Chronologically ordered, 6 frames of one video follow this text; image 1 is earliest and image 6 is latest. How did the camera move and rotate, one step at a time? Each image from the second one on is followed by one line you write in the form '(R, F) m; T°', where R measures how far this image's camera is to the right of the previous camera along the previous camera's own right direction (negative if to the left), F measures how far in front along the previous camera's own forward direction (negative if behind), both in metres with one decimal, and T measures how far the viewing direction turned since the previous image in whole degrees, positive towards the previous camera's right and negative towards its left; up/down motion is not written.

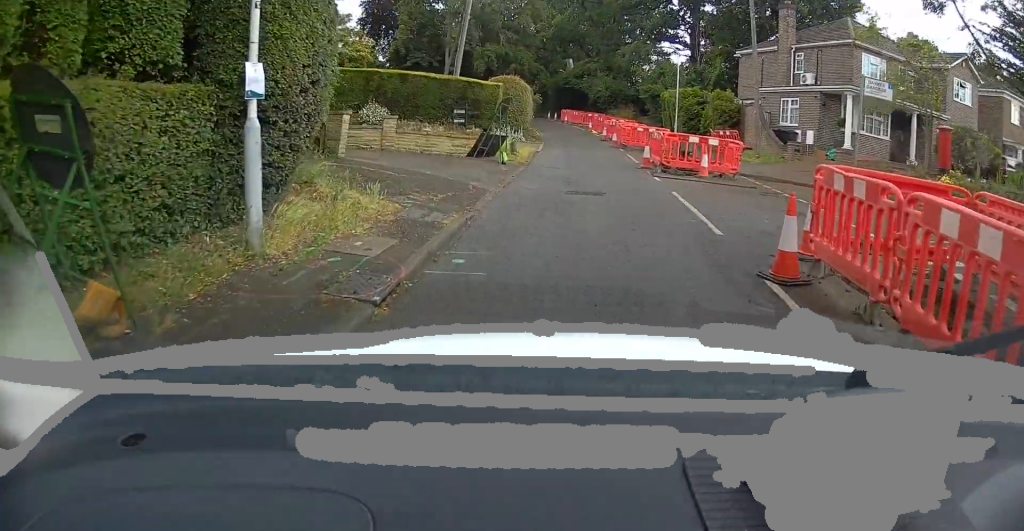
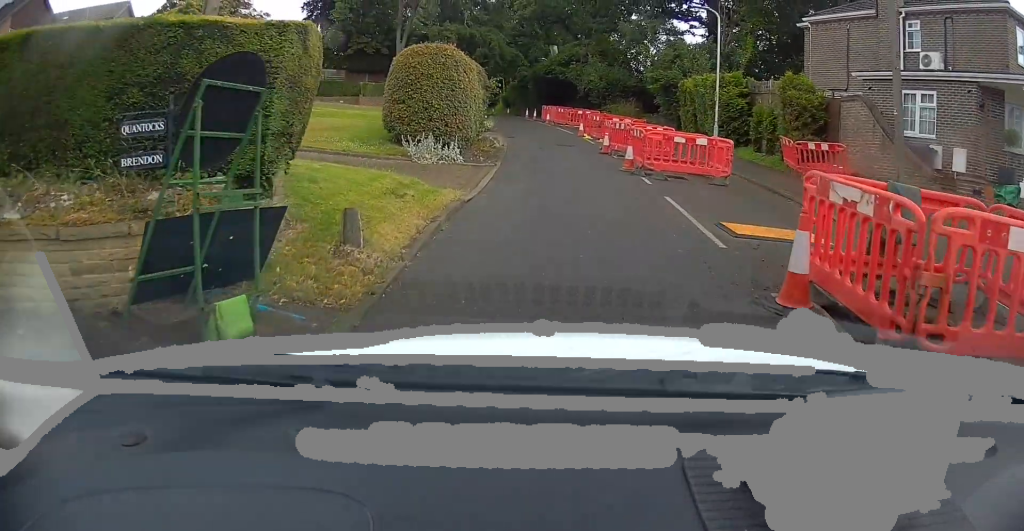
(-0.1, +13.2) m; 0°
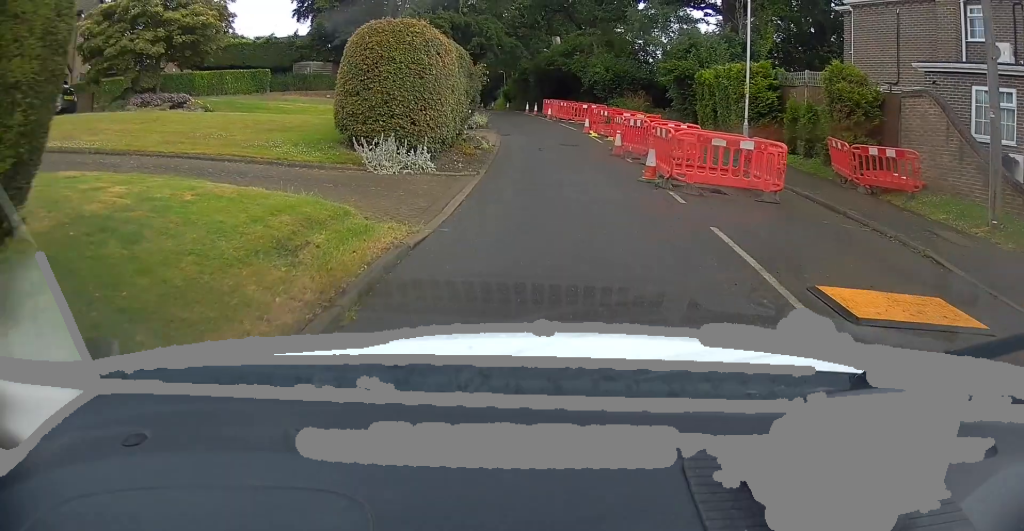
(0.0, +3.6) m; 0°
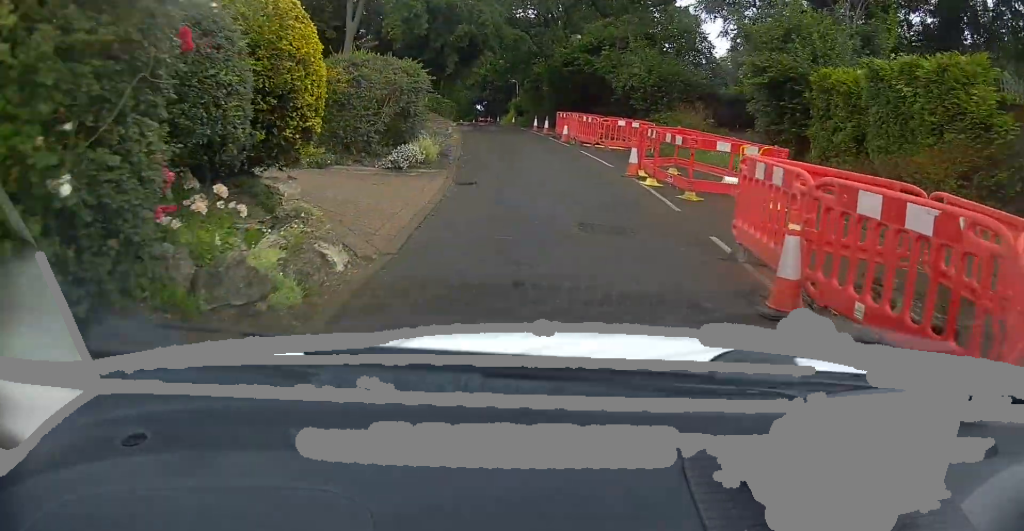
(-0.2, +12.4) m; -4°
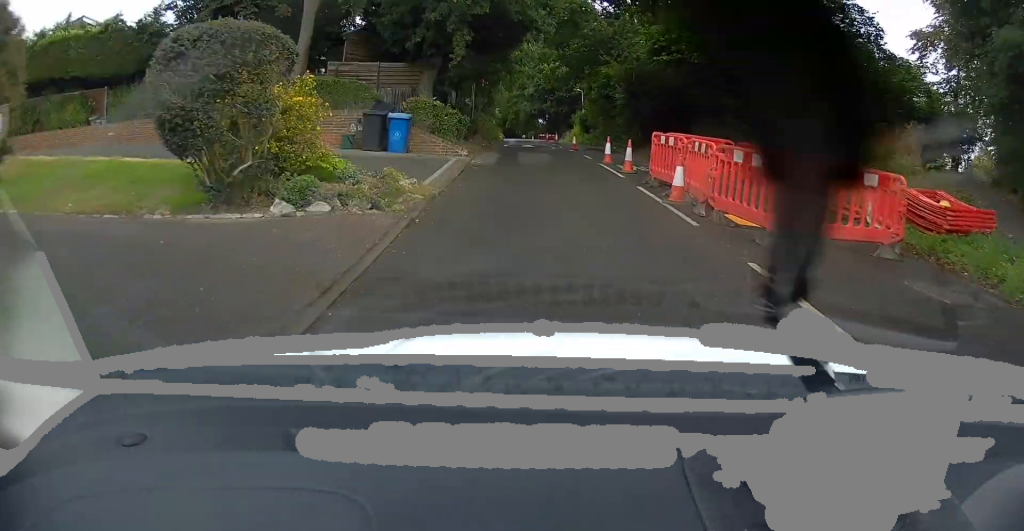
(-0.9, +12.2) m; -6°
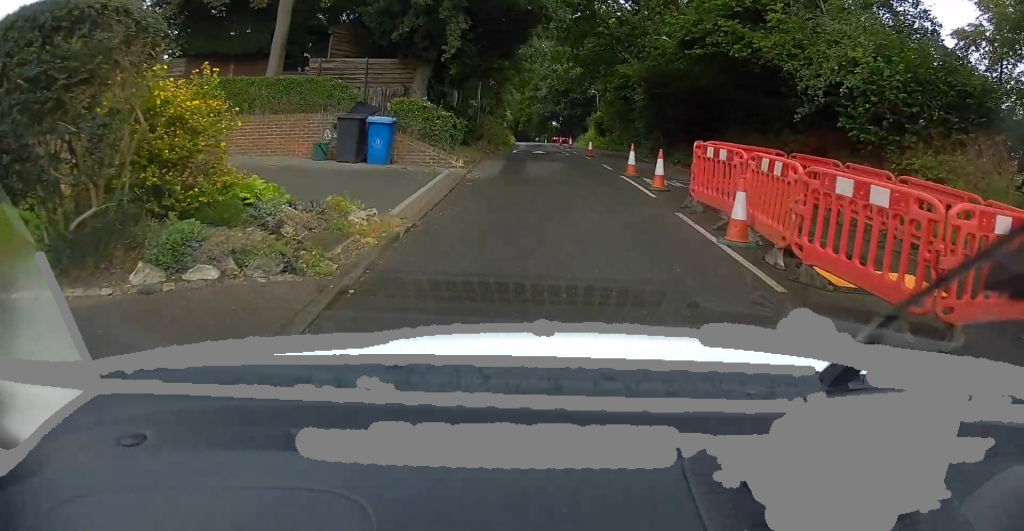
(0.0, +2.7) m; 0°
